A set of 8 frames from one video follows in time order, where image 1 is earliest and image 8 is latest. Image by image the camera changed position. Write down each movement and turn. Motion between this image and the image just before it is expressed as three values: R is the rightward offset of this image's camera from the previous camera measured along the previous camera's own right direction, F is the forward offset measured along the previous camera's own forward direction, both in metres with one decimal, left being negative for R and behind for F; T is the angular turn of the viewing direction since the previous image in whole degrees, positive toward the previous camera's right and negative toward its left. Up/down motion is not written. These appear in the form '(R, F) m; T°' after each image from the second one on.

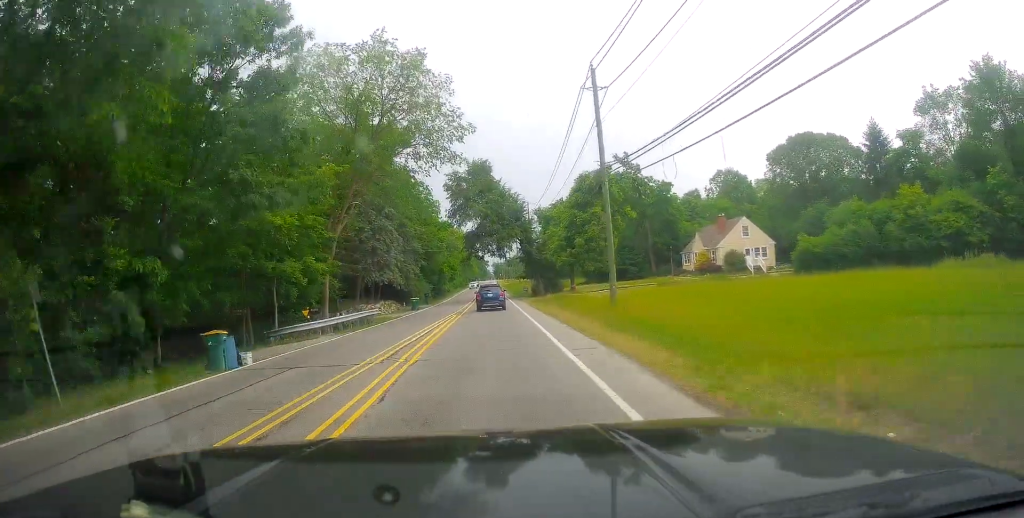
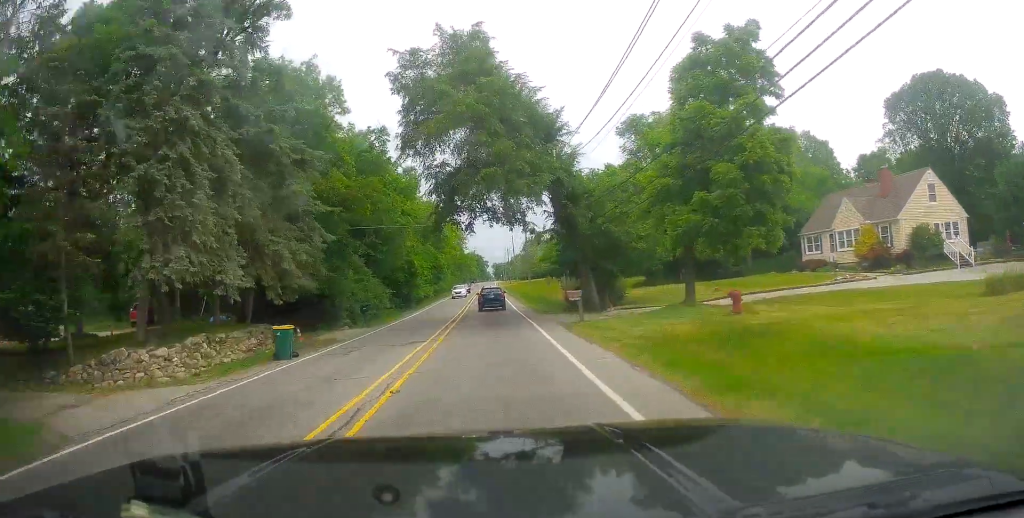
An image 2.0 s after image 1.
(-0.4, +32.7) m; 0°
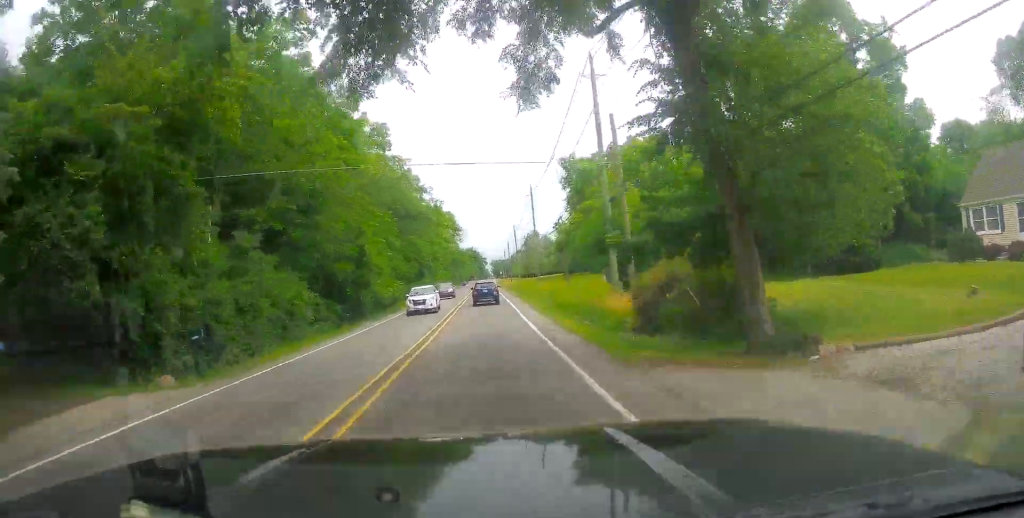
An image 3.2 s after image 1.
(-0.5, +20.5) m; 0°
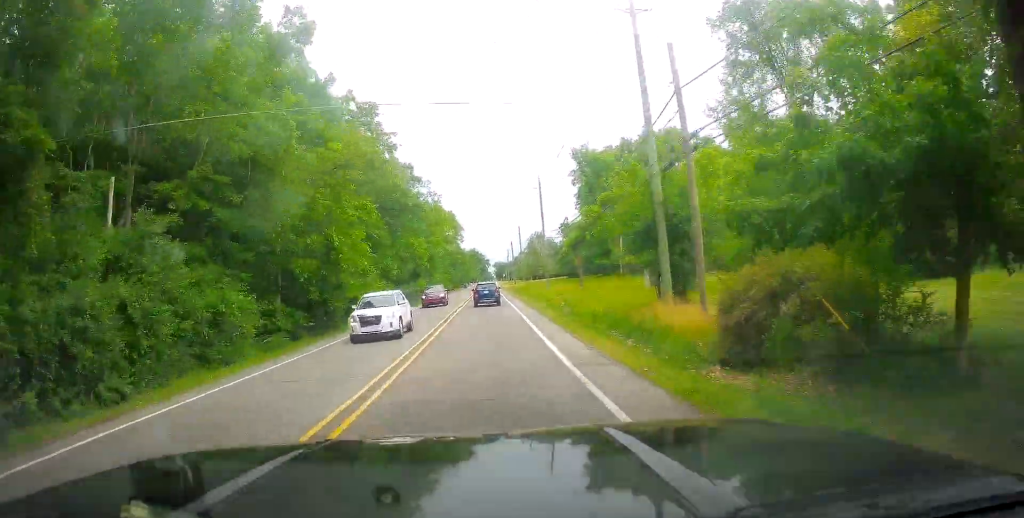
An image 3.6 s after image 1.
(+0.2, +7.8) m; 0°
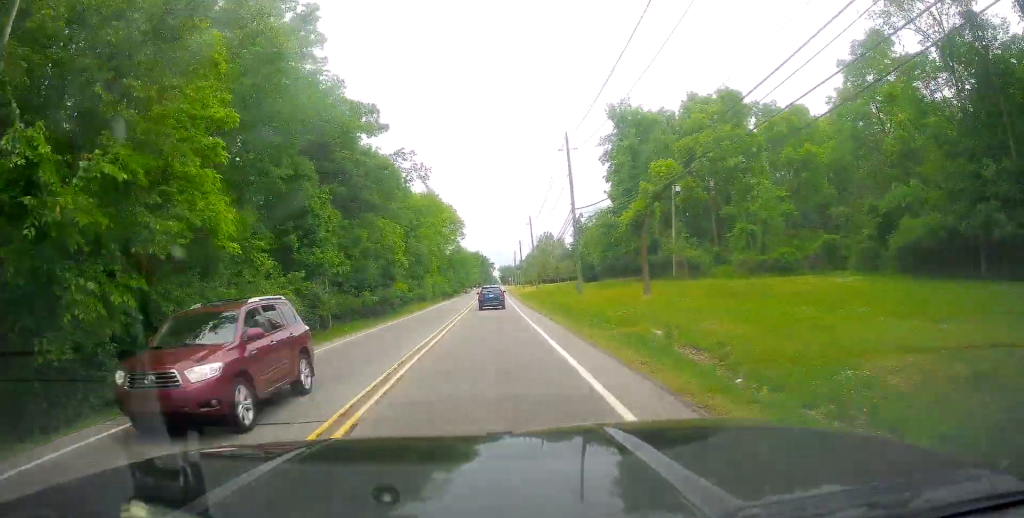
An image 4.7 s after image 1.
(+0.3, +20.4) m; -1°
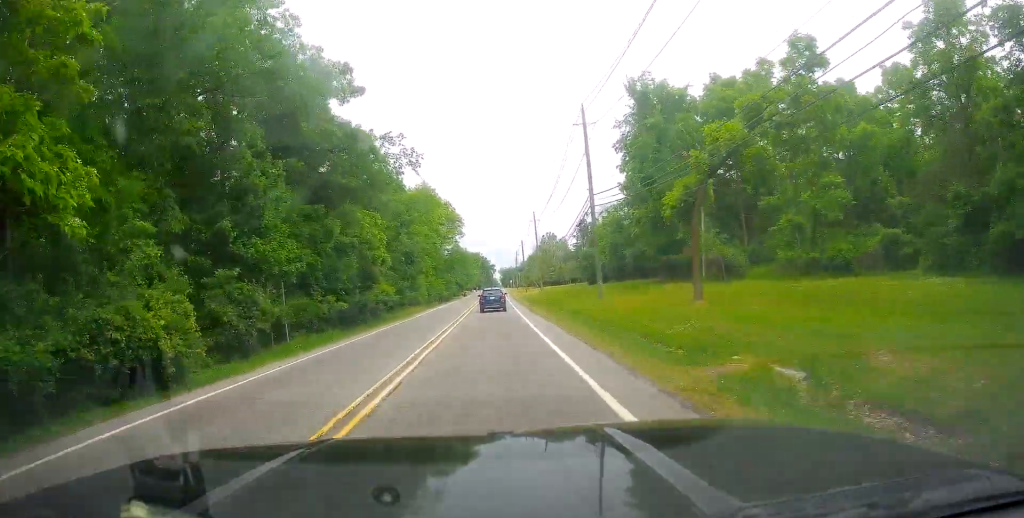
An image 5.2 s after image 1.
(0.0, +7.8) m; -1°
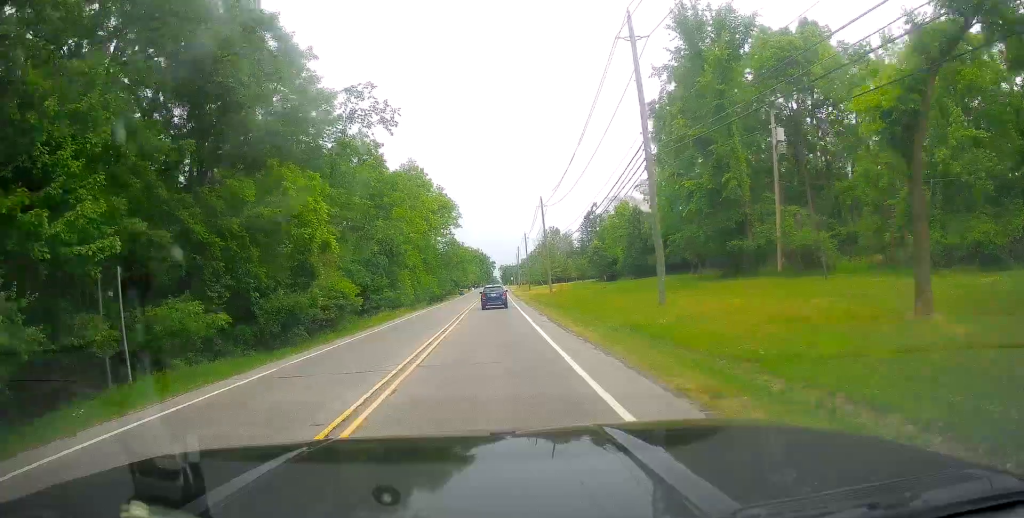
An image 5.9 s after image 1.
(-0.3, +13.2) m; +1°
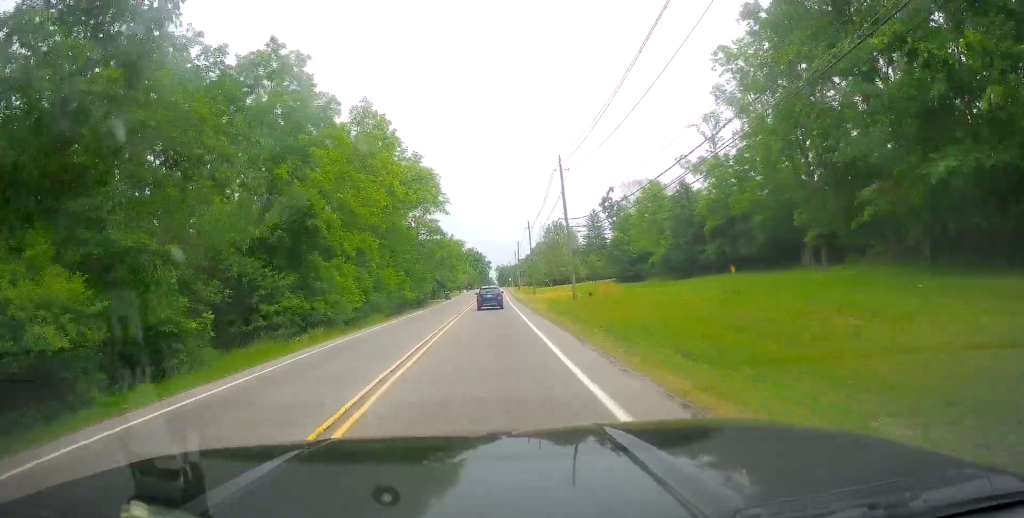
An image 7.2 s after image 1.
(+0.7, +24.2) m; +3°
